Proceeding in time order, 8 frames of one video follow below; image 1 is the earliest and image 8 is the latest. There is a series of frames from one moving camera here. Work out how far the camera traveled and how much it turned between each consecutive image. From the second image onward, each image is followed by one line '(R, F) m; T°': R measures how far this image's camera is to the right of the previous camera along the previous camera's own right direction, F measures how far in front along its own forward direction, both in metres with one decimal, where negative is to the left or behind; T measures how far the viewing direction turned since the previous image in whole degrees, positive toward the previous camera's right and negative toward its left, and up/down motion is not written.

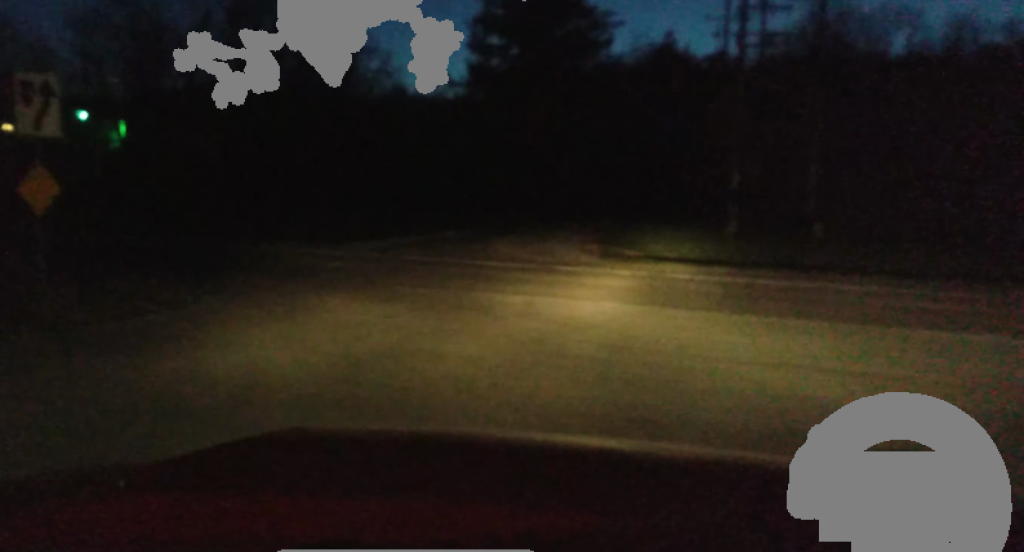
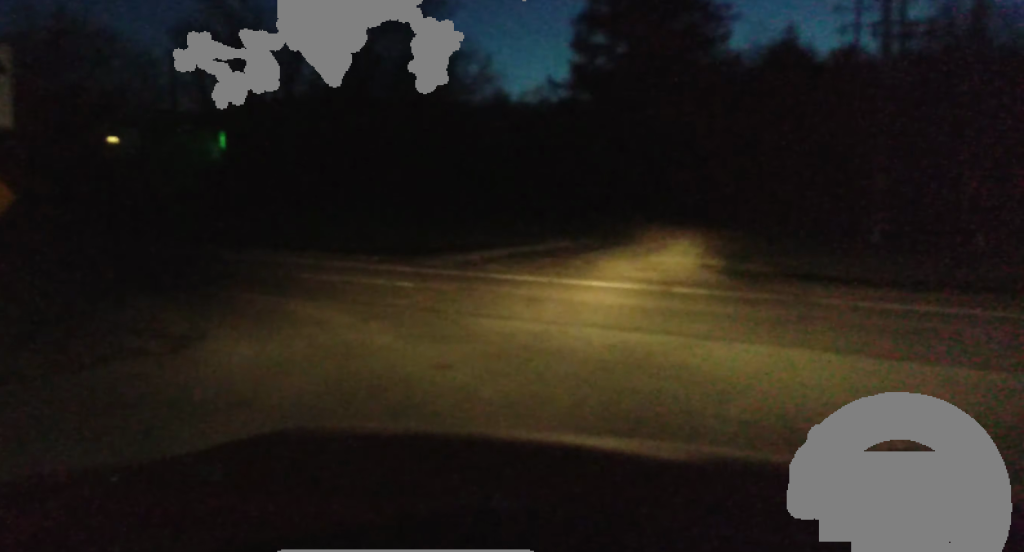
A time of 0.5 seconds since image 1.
(0.0, +2.9) m; -7°
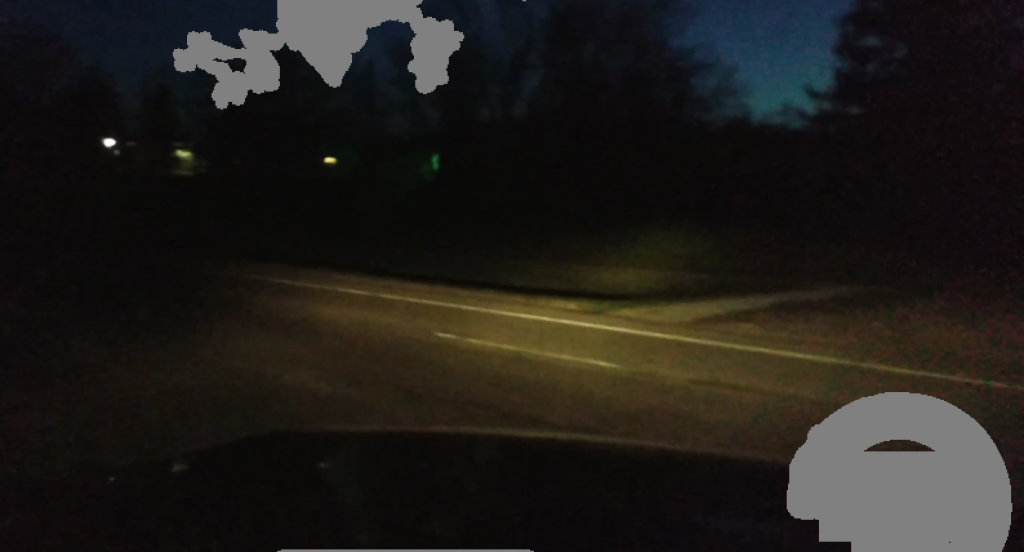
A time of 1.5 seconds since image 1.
(-0.8, +6.2) m; -15°
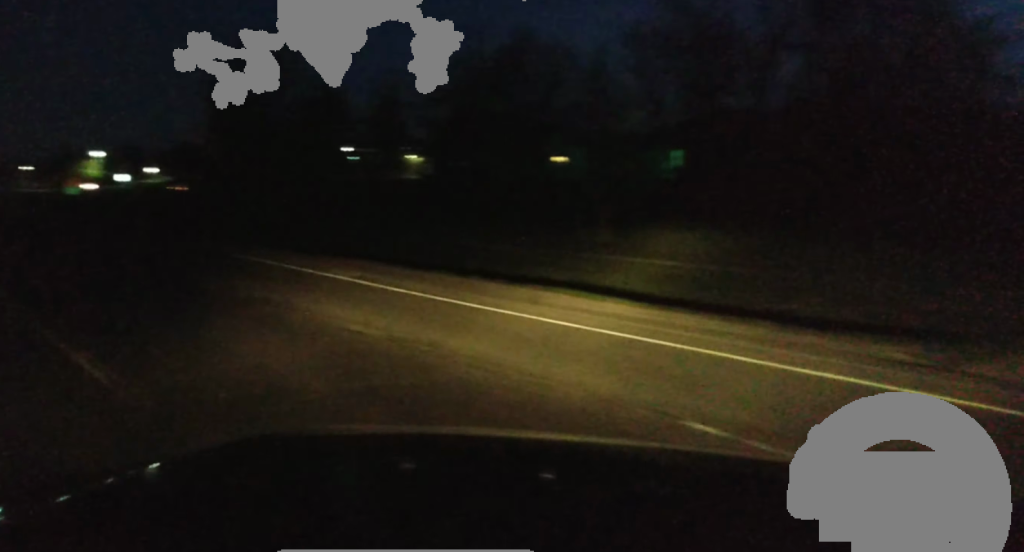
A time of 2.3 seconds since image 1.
(-0.6, +4.9) m; -11°
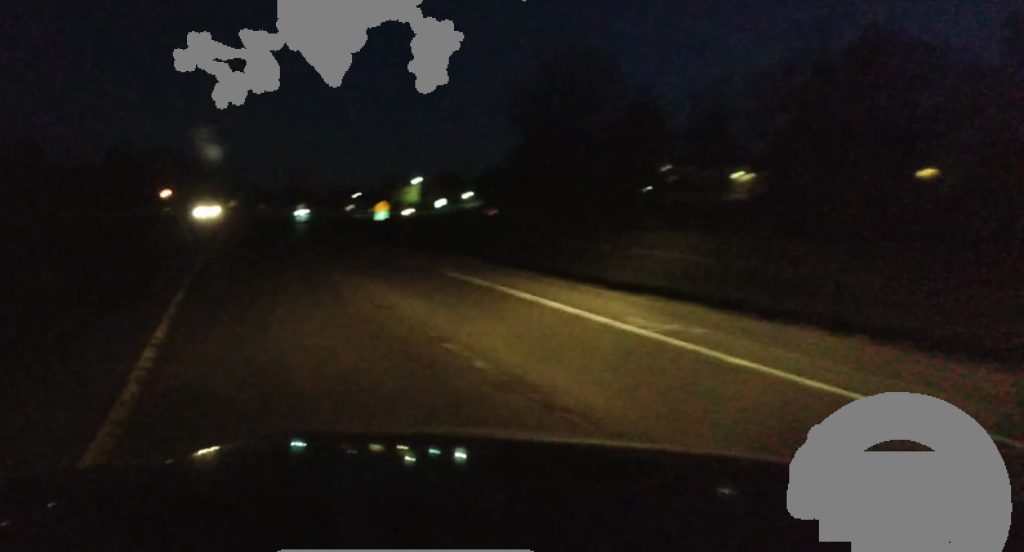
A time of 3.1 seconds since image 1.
(-0.6, +5.8) m; -15°
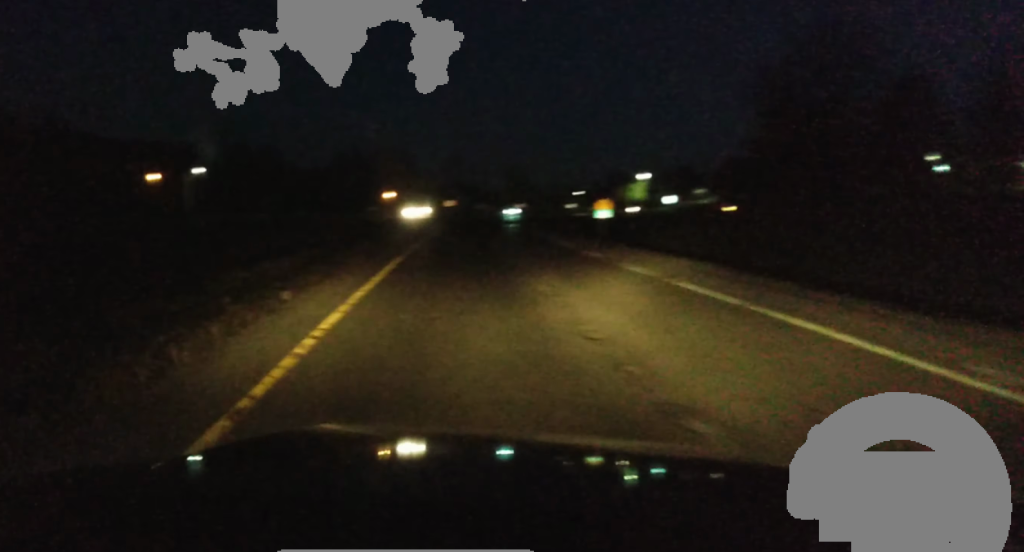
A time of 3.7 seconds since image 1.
(0.0, +4.1) m; -11°
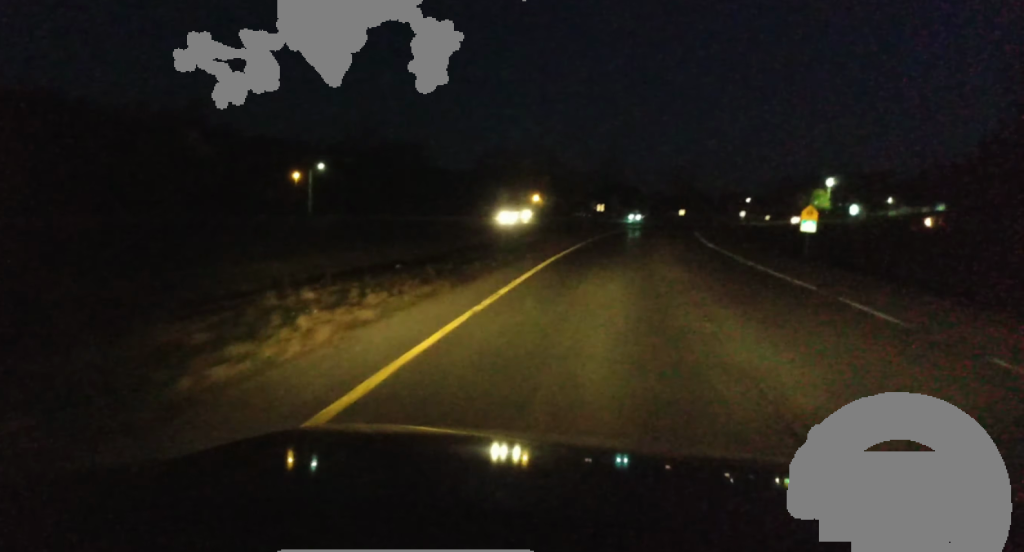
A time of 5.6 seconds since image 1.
(-3.9, +15.8) m; -16°
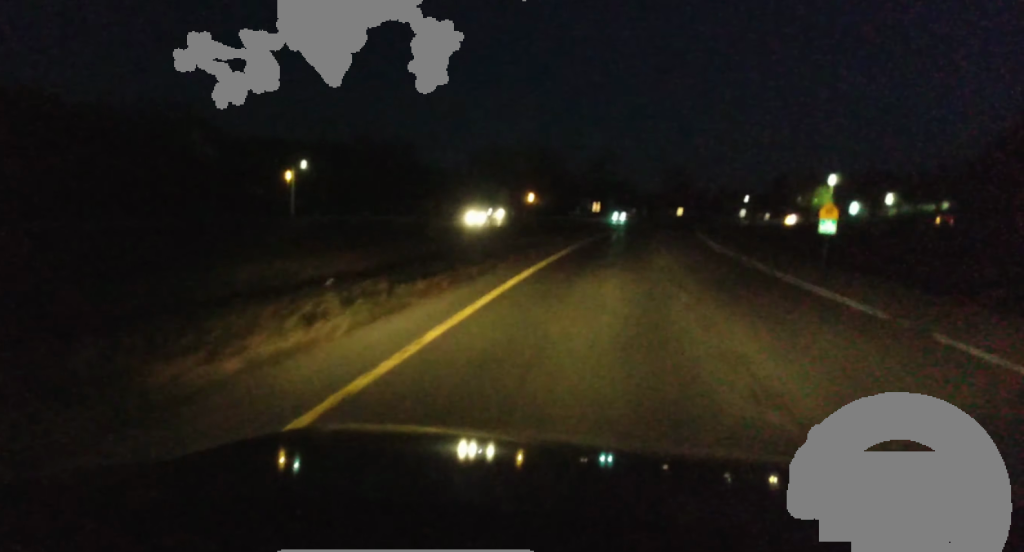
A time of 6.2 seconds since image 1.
(+0.1, +6.6) m; +1°
